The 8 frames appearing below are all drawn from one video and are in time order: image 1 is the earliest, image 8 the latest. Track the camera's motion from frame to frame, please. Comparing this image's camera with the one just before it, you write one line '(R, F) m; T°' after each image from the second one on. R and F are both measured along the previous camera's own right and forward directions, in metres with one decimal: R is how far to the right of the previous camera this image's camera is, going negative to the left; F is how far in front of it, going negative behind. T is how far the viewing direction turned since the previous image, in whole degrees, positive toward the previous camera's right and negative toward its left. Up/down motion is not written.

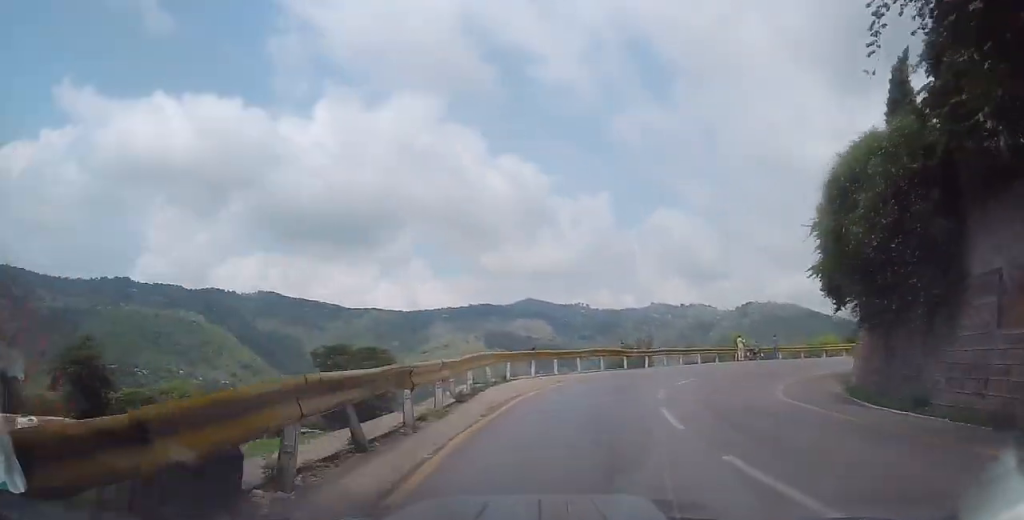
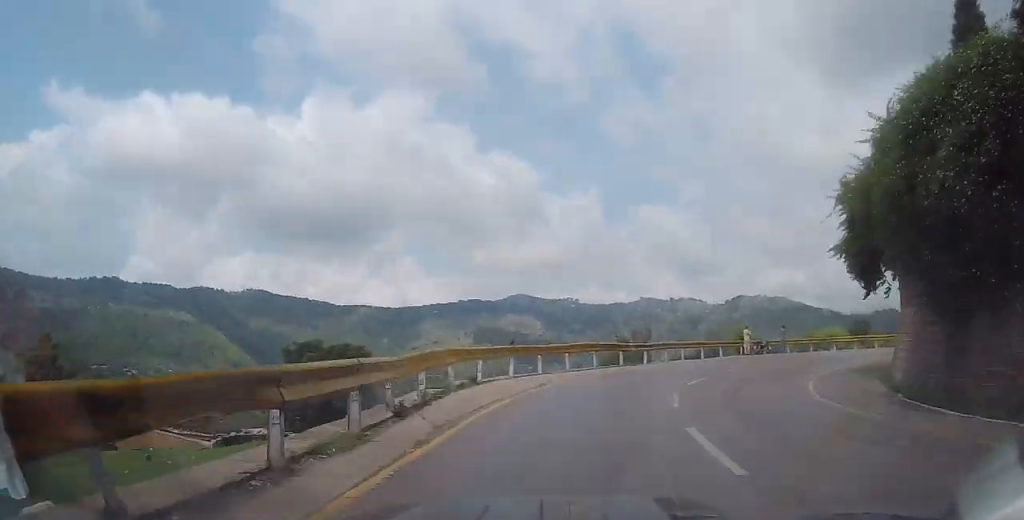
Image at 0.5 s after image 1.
(-0.1, +4.2) m; +1°
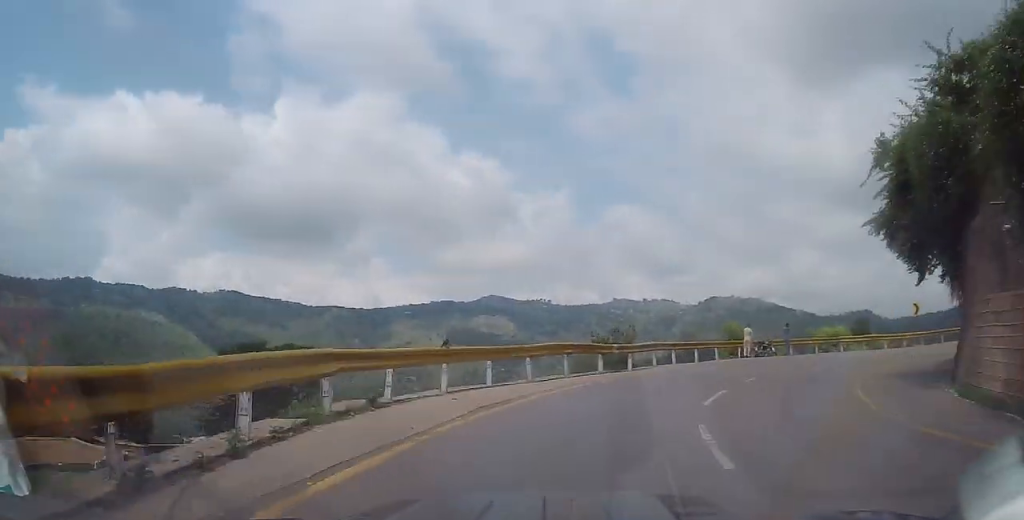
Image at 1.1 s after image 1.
(+0.3, +6.0) m; +2°
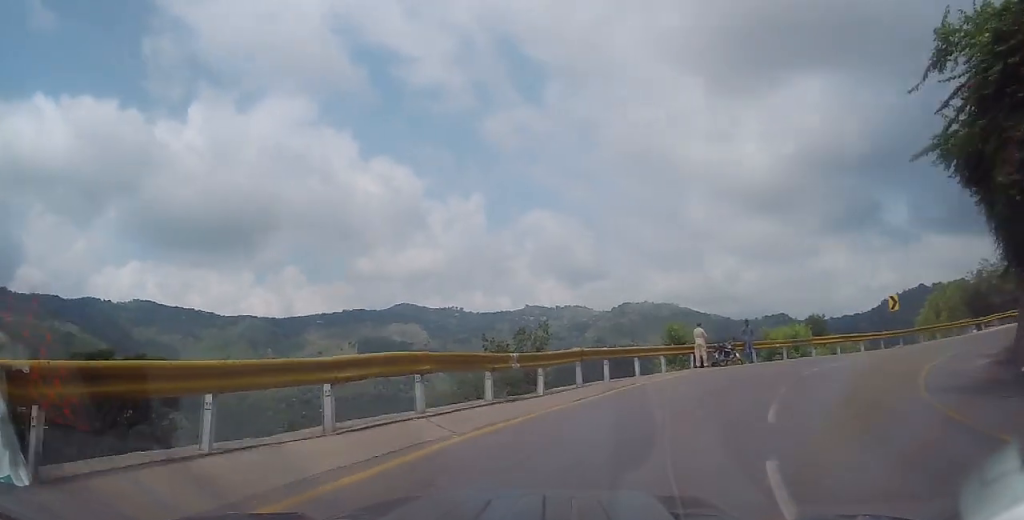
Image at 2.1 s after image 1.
(+0.1, +8.9) m; +7°
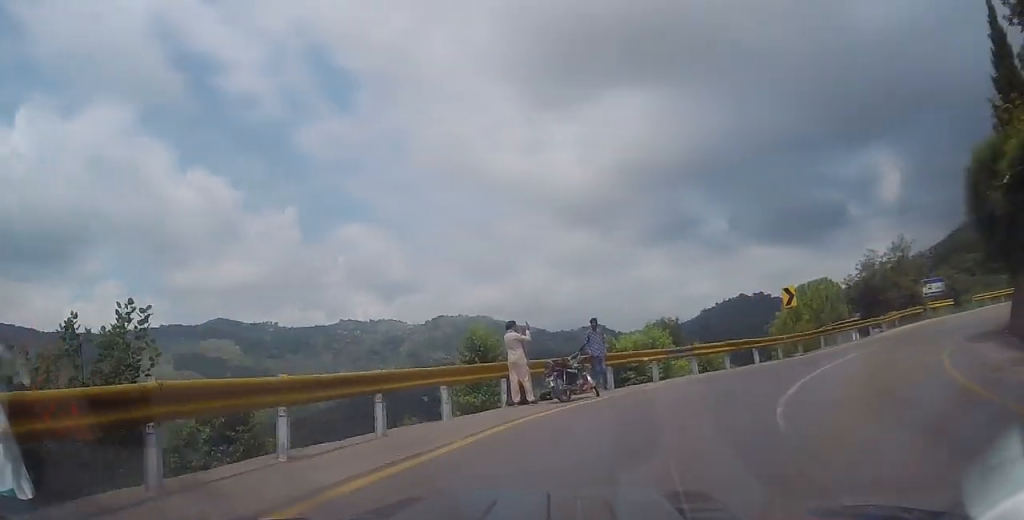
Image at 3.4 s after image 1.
(+1.4, +11.0) m; +18°
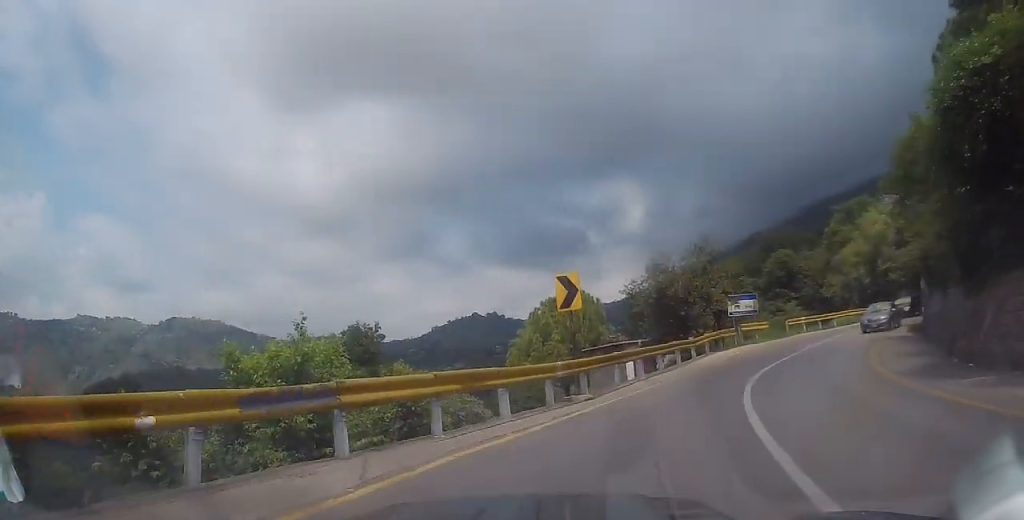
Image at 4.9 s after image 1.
(+2.8, +12.8) m; +22°
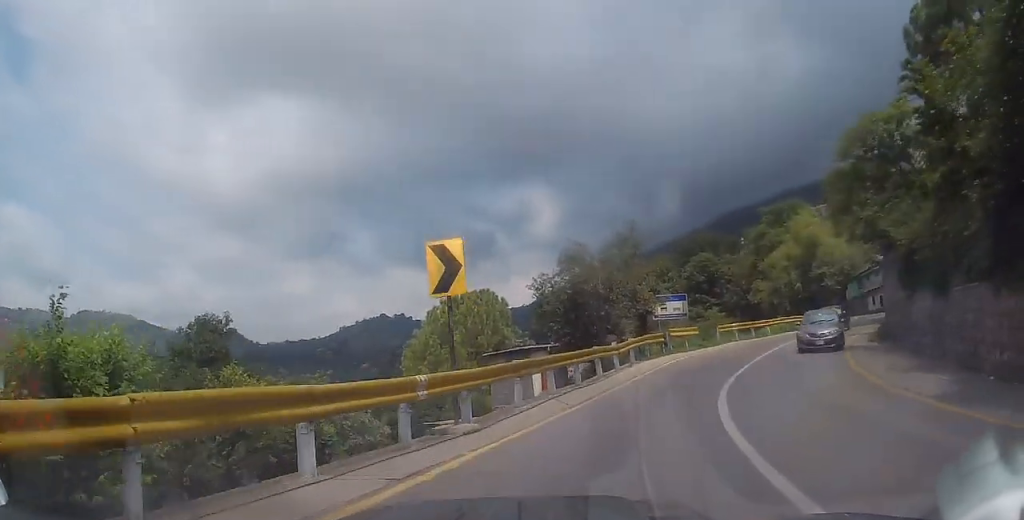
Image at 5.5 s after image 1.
(+0.3, +5.4) m; +8°
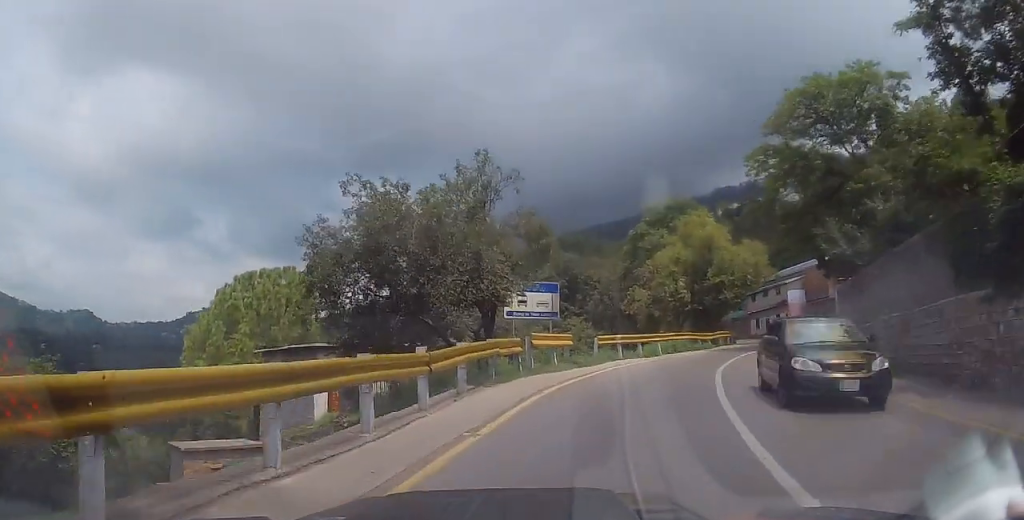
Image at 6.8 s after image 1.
(+1.4, +11.4) m; +10°
